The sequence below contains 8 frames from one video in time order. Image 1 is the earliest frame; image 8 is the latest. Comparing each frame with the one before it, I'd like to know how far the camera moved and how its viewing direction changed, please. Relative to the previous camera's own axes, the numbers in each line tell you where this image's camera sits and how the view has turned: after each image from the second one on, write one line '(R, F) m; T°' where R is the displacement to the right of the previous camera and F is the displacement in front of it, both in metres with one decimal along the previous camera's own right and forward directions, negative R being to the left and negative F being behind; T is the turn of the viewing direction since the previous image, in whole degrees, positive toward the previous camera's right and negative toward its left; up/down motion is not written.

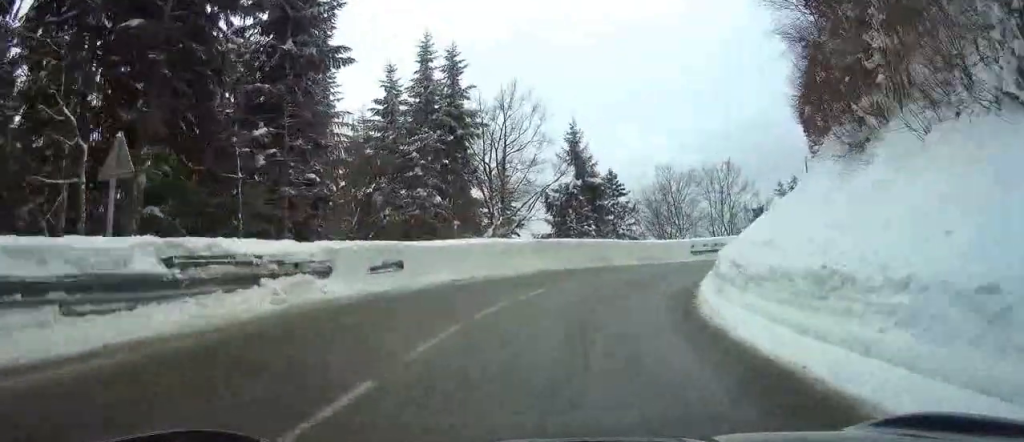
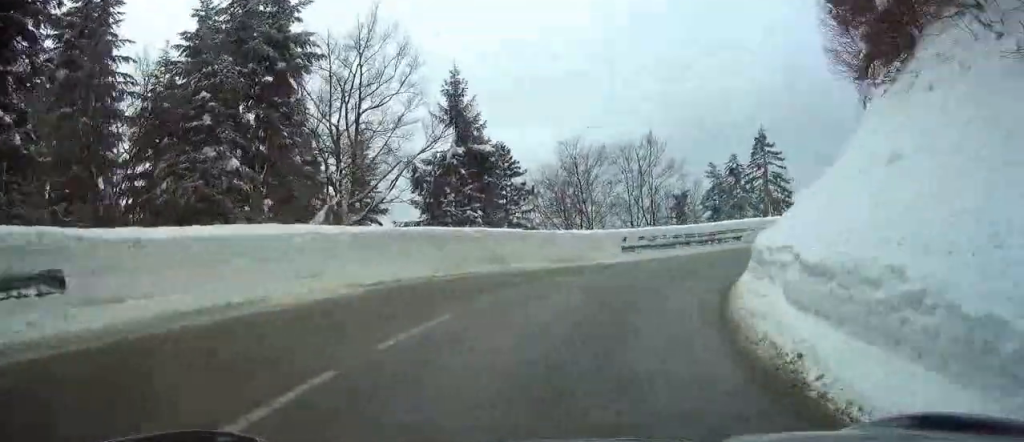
(+0.7, +11.7) m; +7°
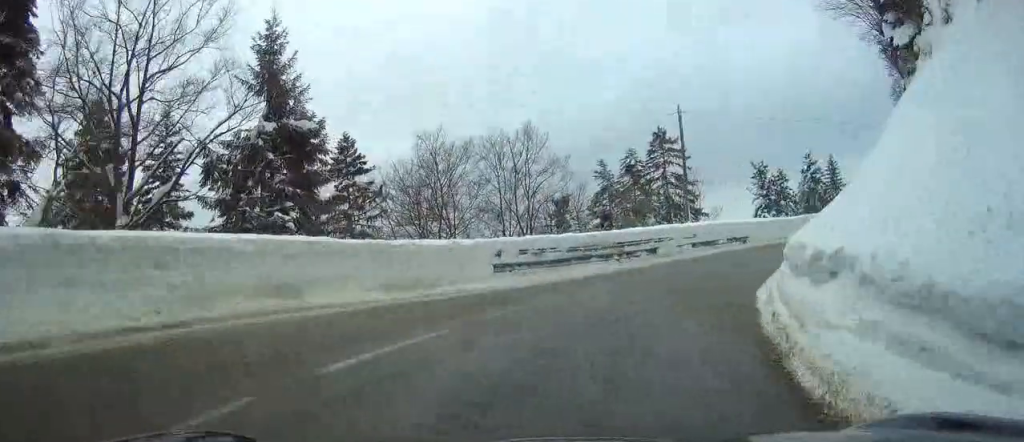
(+0.1, +9.8) m; +9°
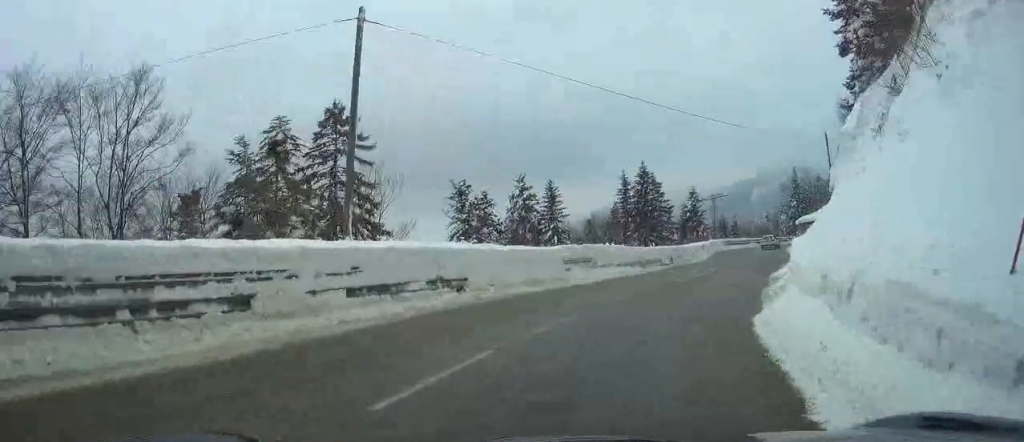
(+4.2, +15.8) m; +30°
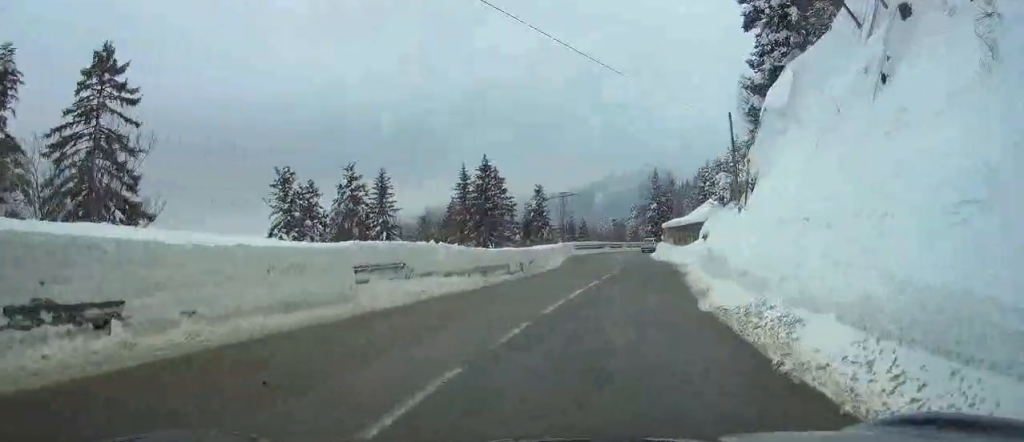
(+1.9, +10.0) m; +14°
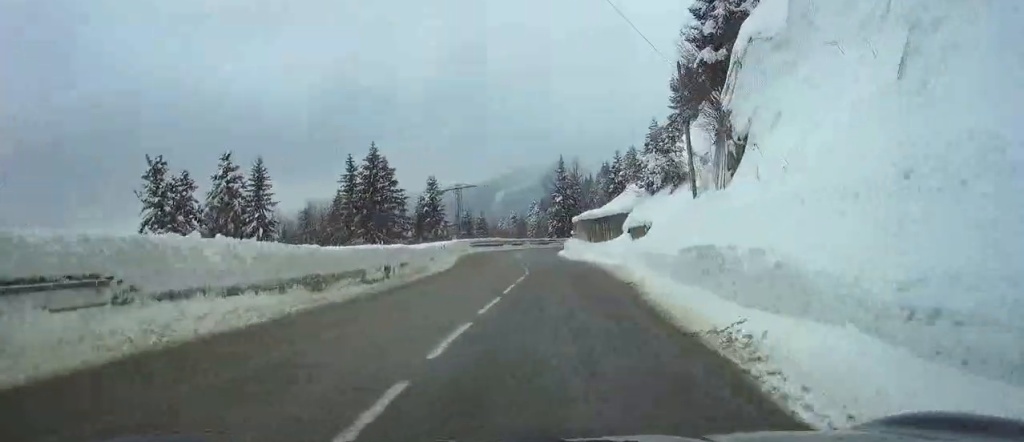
(+0.7, +9.3) m; +4°
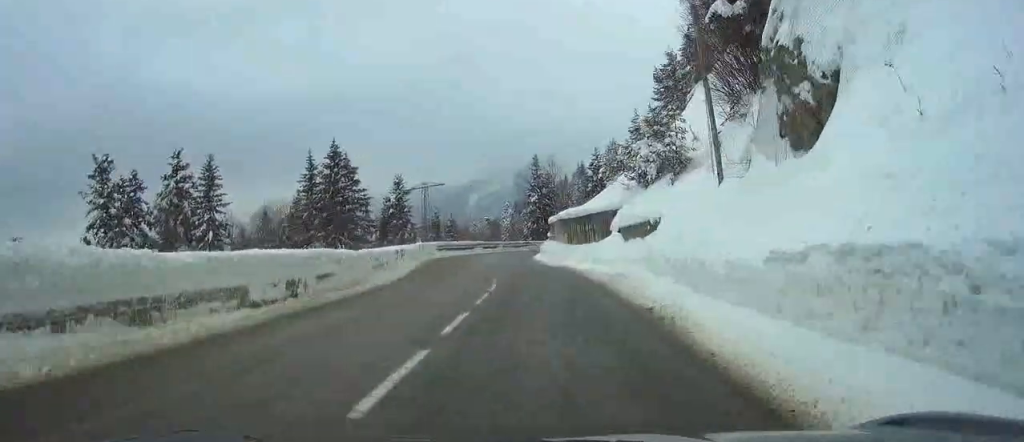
(0.0, +5.9) m; 0°
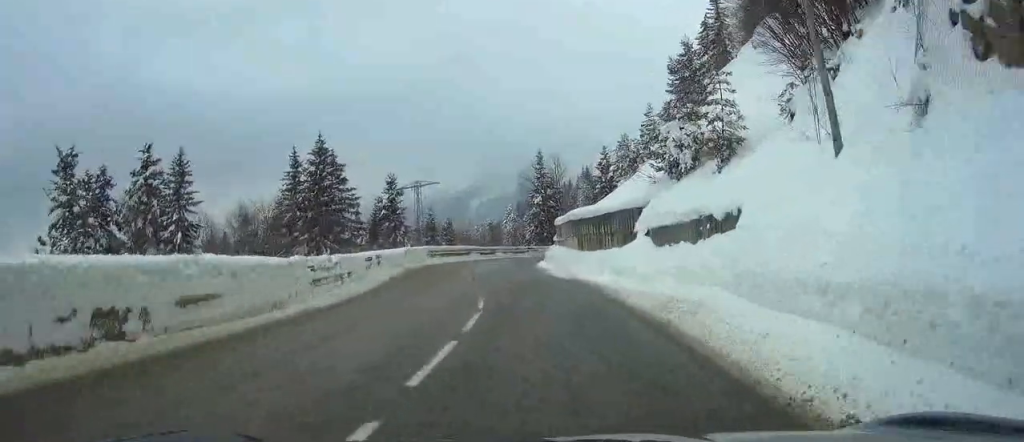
(0.0, +7.5) m; 0°
